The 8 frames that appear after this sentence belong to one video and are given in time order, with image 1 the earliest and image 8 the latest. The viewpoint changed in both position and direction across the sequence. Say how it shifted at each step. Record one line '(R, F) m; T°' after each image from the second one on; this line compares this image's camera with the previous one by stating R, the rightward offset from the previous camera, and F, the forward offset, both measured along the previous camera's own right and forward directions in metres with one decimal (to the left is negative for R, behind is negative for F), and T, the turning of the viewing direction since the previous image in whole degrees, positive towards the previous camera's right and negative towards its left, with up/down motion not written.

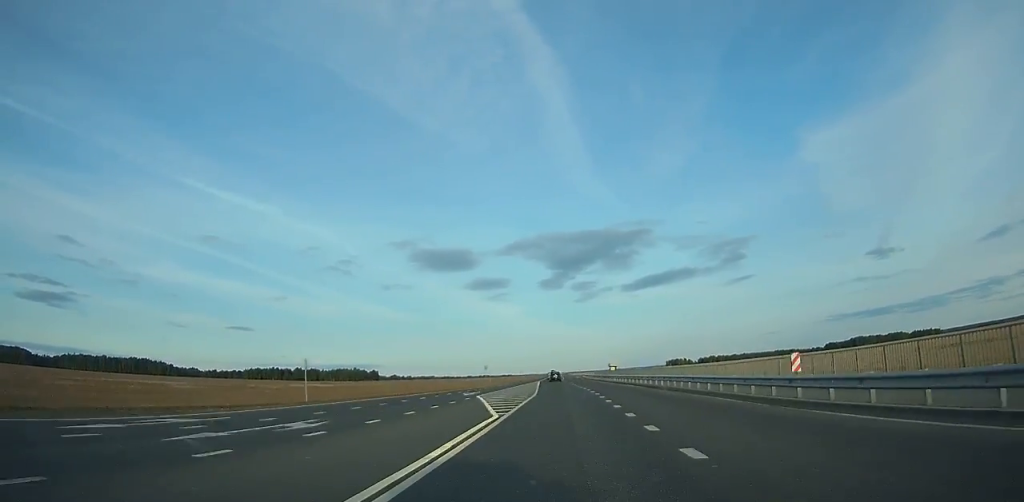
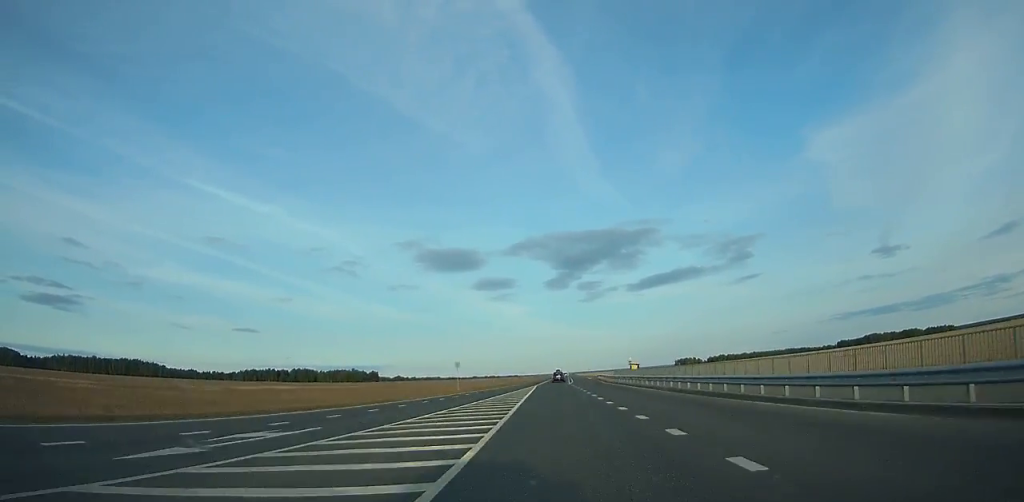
(0.0, +31.6) m; 0°
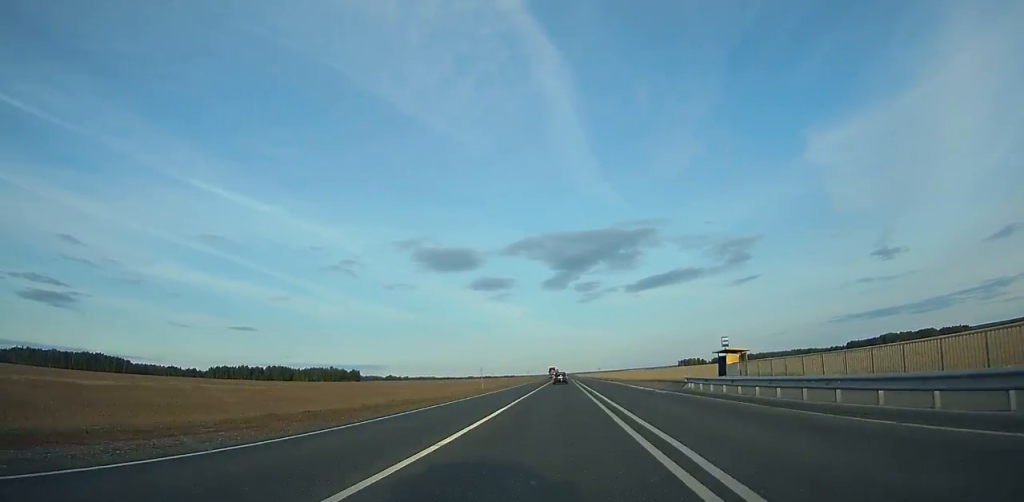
(-0.4, +66.7) m; 0°
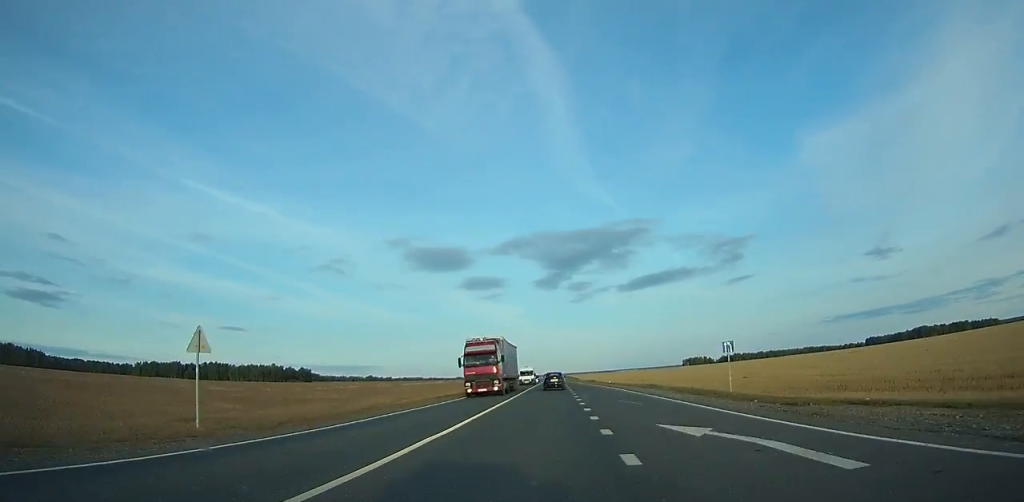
(+0.8, +133.0) m; 0°
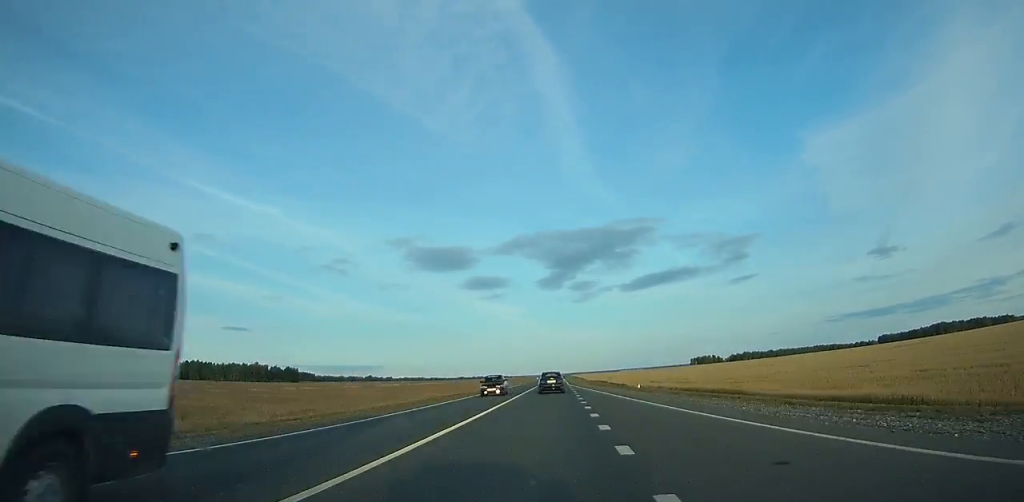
(-0.1, +42.6) m; 0°
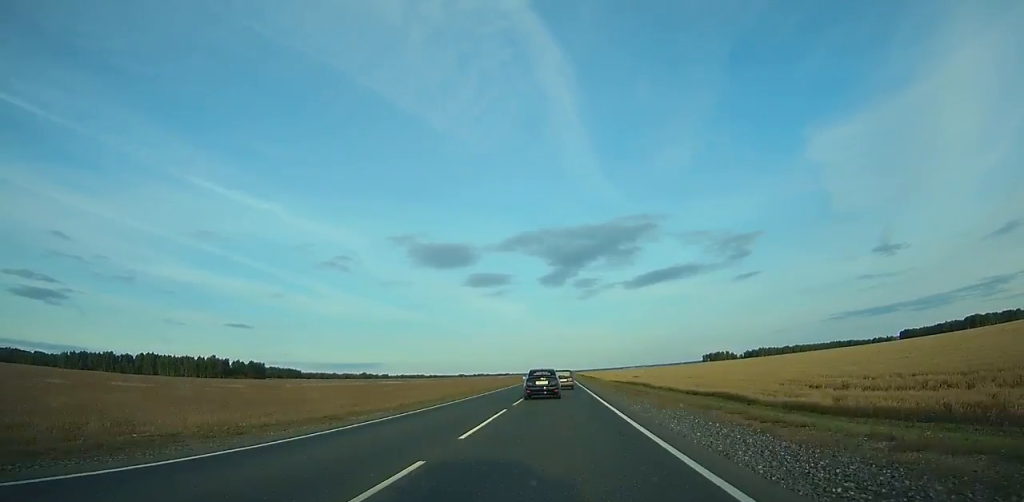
(-0.3, +82.8) m; 0°
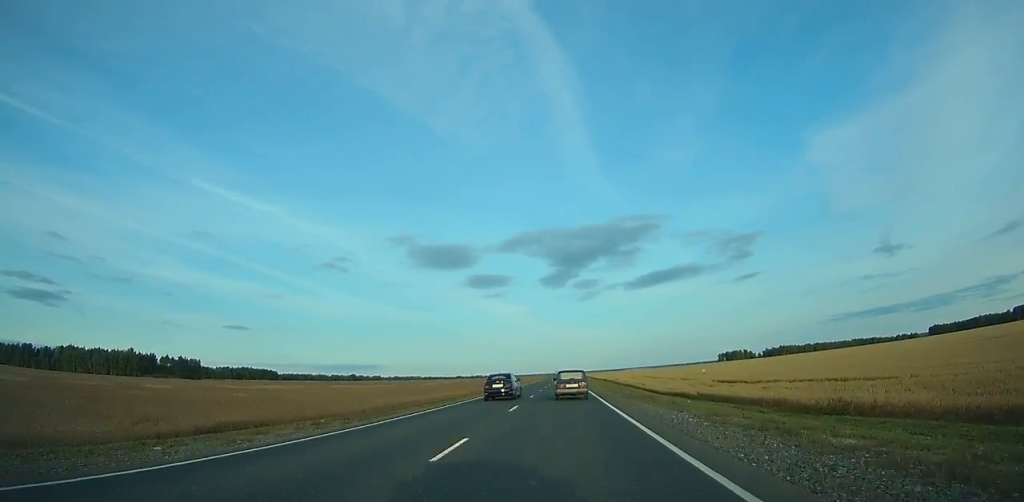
(-0.2, +115.4) m; 0°
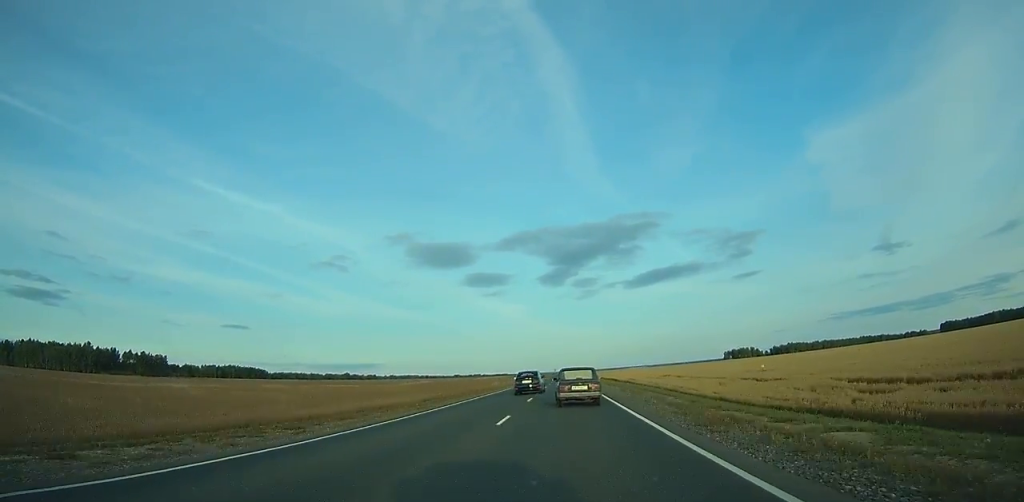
(+0.1, +43.9) m; 0°
